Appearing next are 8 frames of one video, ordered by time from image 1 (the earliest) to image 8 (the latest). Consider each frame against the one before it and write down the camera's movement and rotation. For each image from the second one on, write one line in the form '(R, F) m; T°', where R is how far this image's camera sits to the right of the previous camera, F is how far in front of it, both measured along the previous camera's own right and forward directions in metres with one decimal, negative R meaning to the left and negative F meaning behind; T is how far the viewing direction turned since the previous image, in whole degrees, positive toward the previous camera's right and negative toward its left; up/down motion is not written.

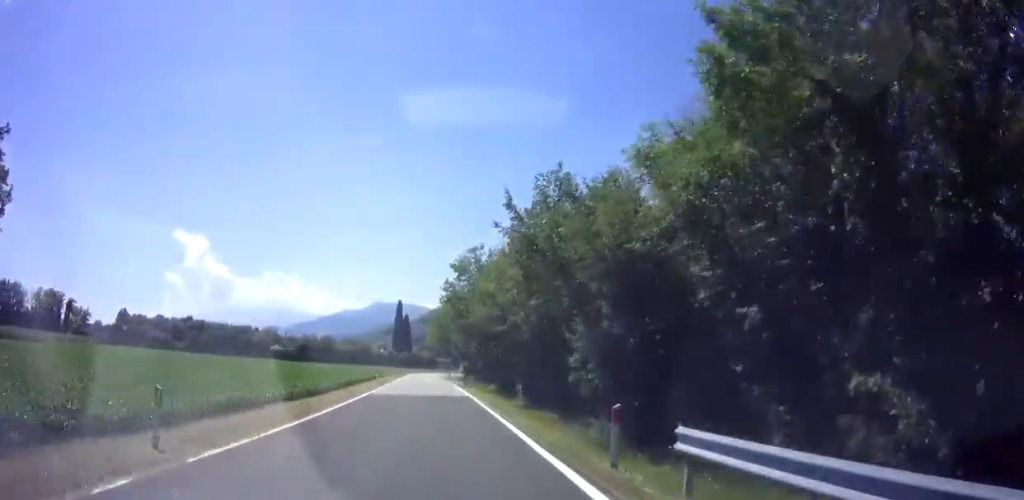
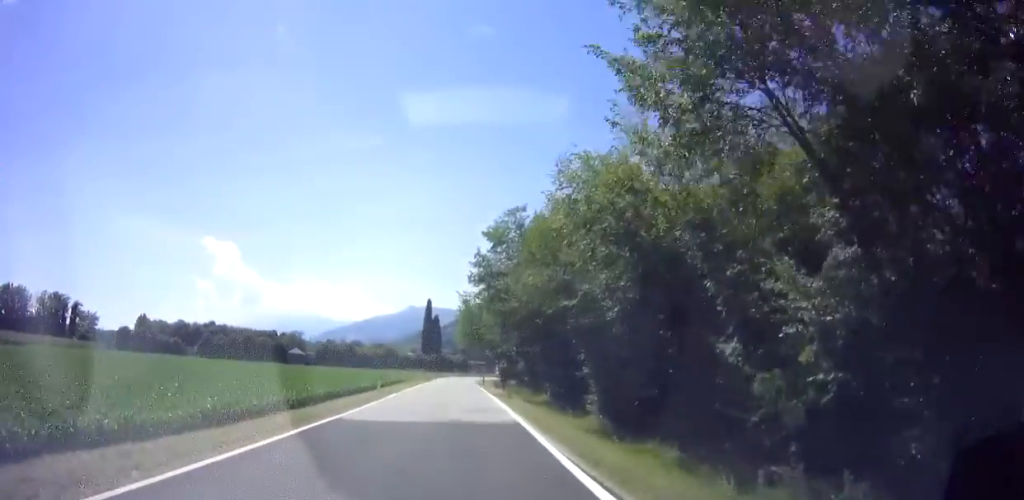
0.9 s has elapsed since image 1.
(-0.7, +12.5) m; -6°
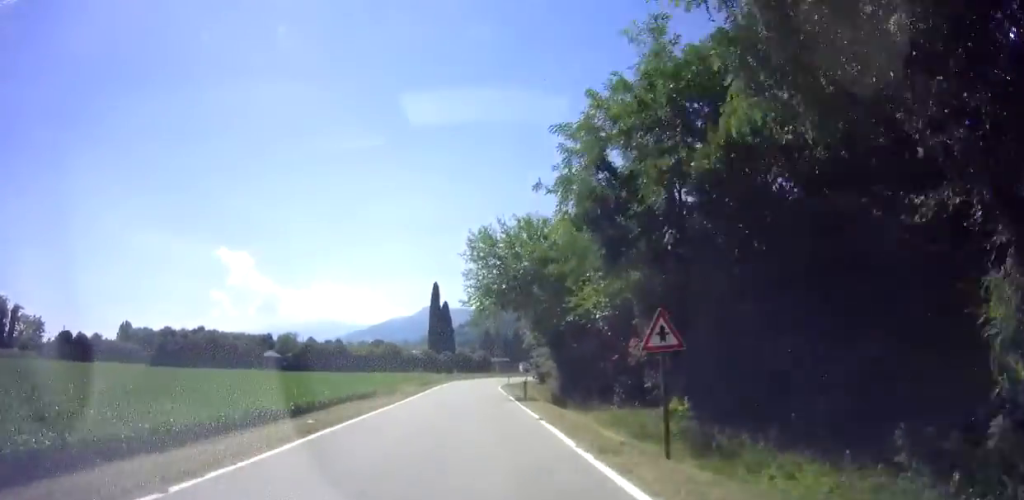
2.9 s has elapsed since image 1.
(-0.8, +30.8) m; -2°
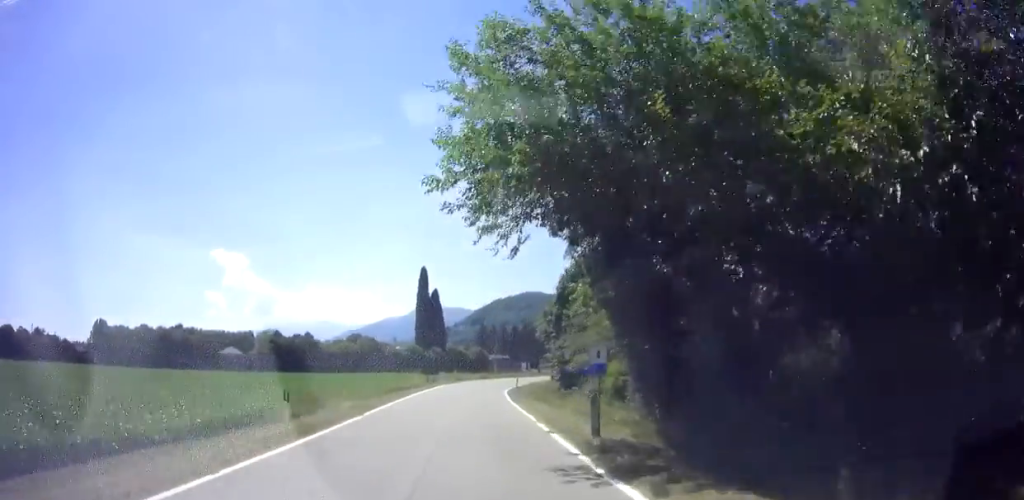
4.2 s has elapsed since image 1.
(-0.4, +18.6) m; 0°
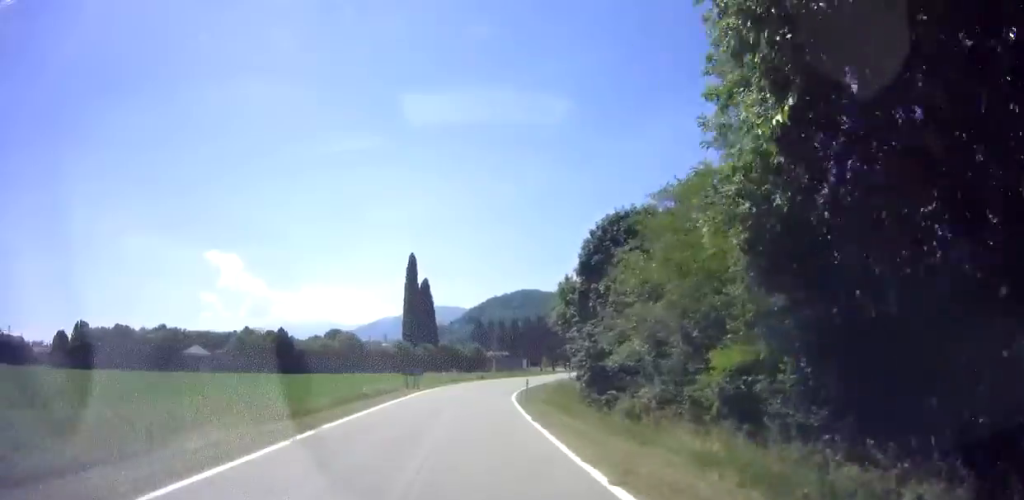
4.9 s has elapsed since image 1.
(+0.1, +11.6) m; +1°
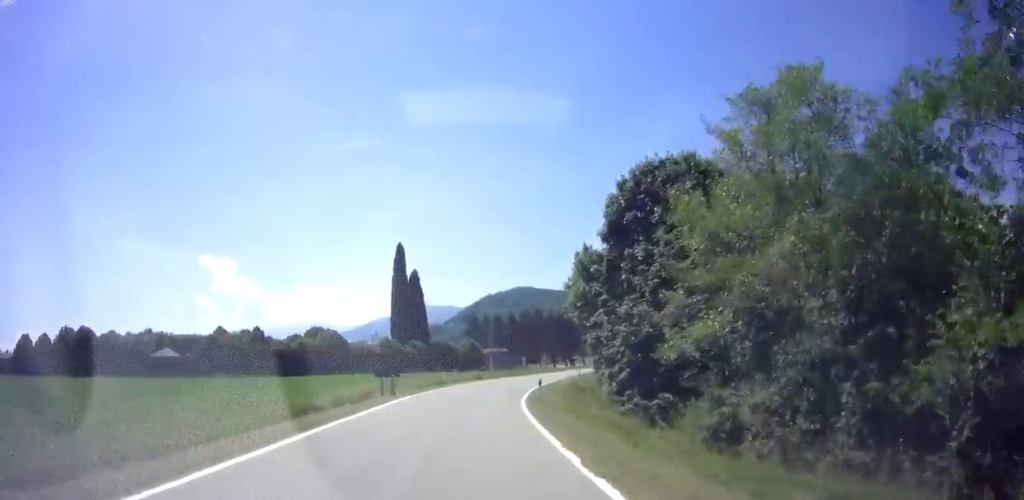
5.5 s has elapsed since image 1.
(+0.2, +8.1) m; 0°
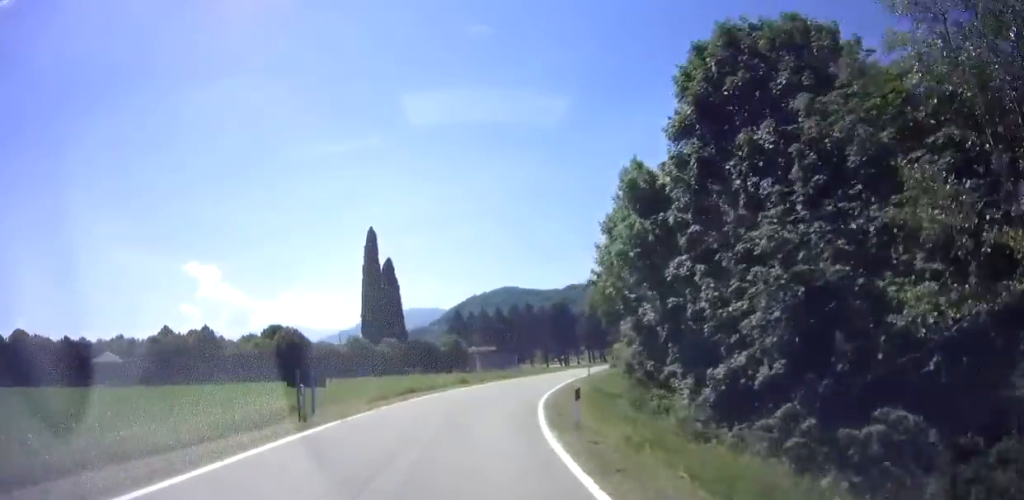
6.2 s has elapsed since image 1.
(-0.1, +11.7) m; +1°
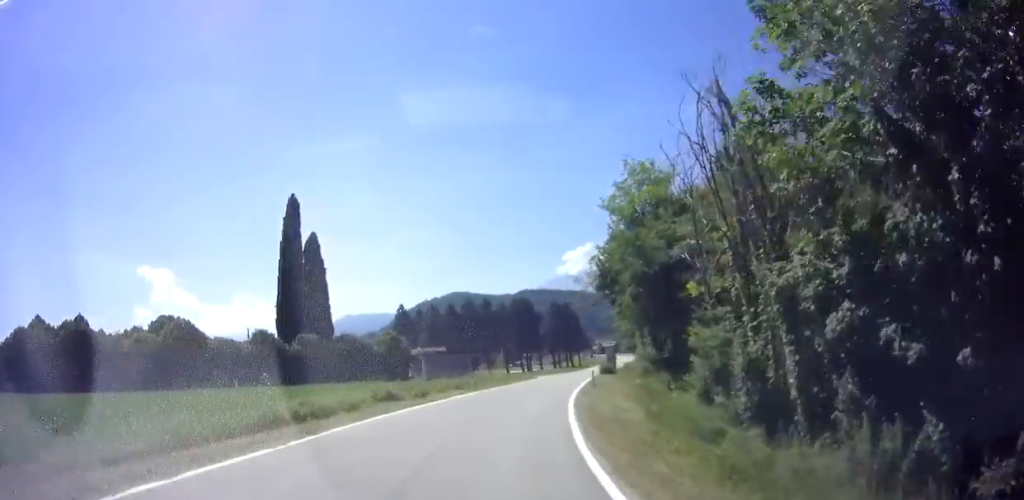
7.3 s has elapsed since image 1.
(+0.4, +16.7) m; +5°
